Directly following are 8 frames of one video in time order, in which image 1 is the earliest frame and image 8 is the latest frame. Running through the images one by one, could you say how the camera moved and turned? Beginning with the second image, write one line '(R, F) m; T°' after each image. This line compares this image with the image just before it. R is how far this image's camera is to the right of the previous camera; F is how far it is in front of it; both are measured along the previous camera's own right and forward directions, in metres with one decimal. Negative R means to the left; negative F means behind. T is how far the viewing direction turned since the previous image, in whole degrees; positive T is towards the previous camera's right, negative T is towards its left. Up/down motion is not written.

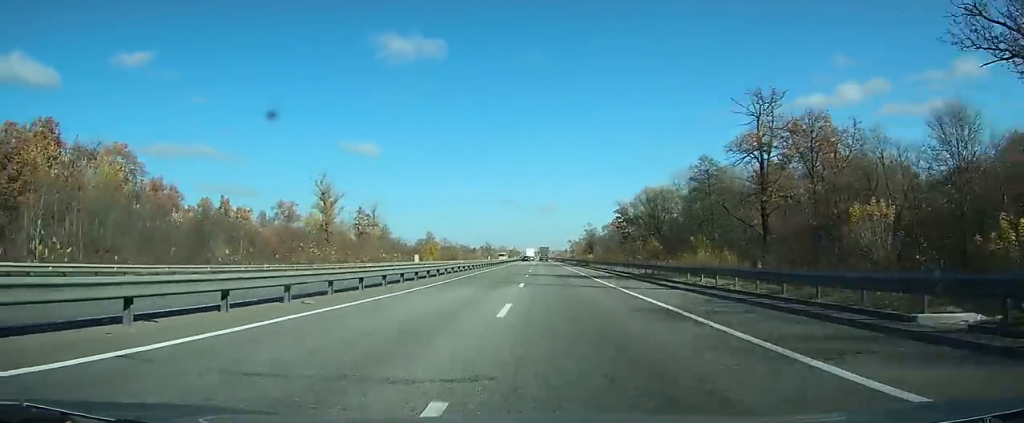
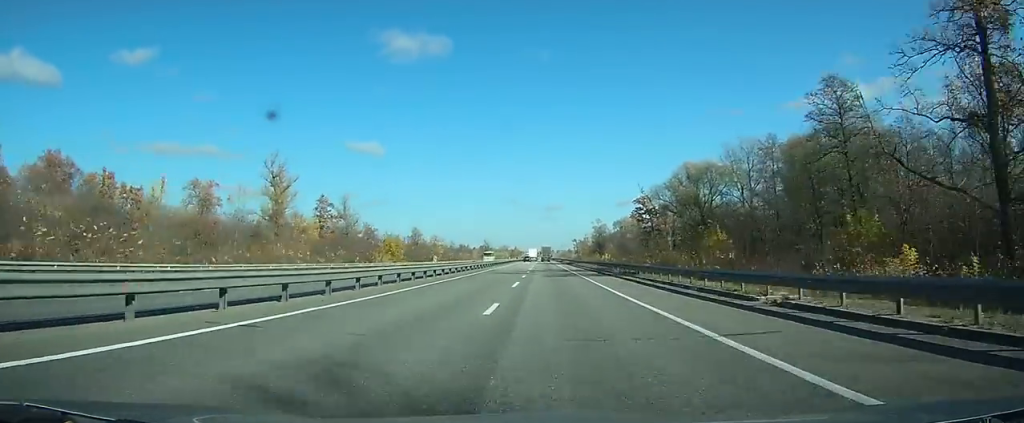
(-0.1, +36.1) m; 0°
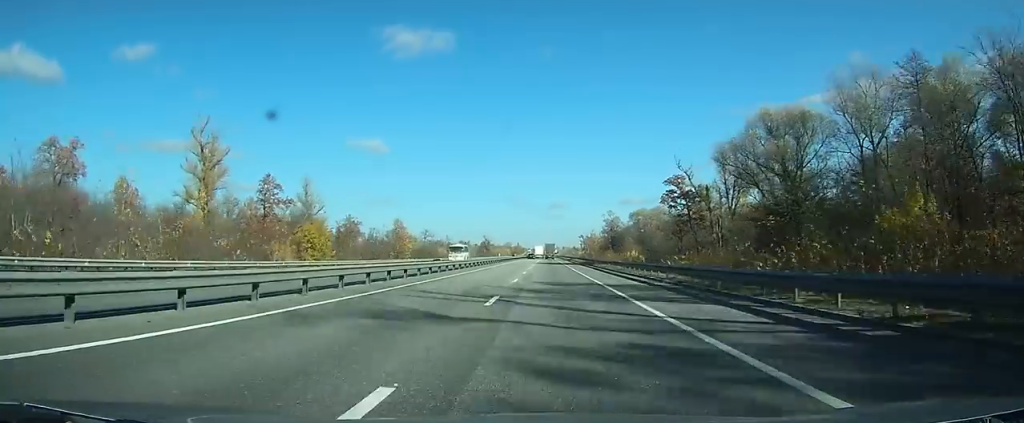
(-0.1, +35.7) m; 0°
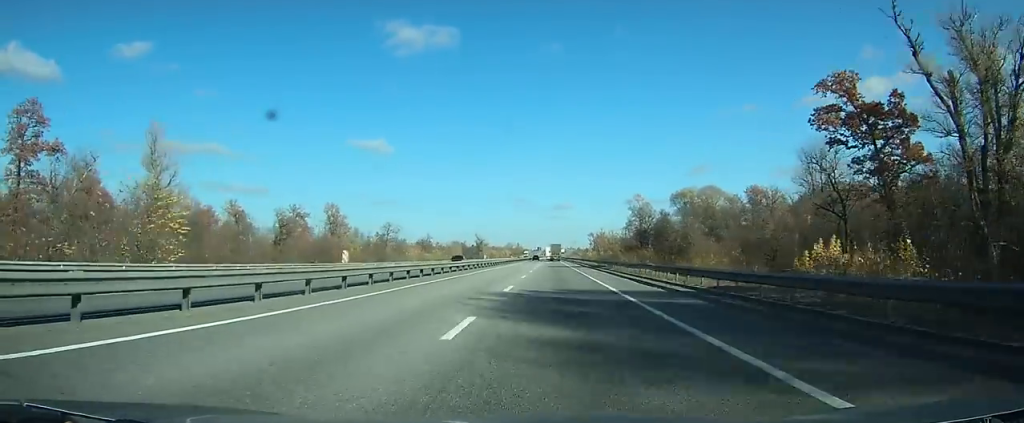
(-0.3, +67.8) m; 0°
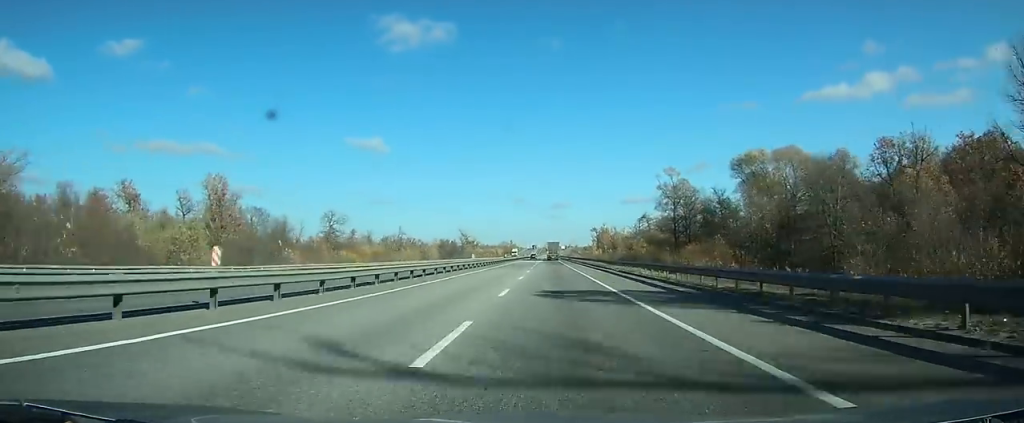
(0.0, +49.5) m; 0°
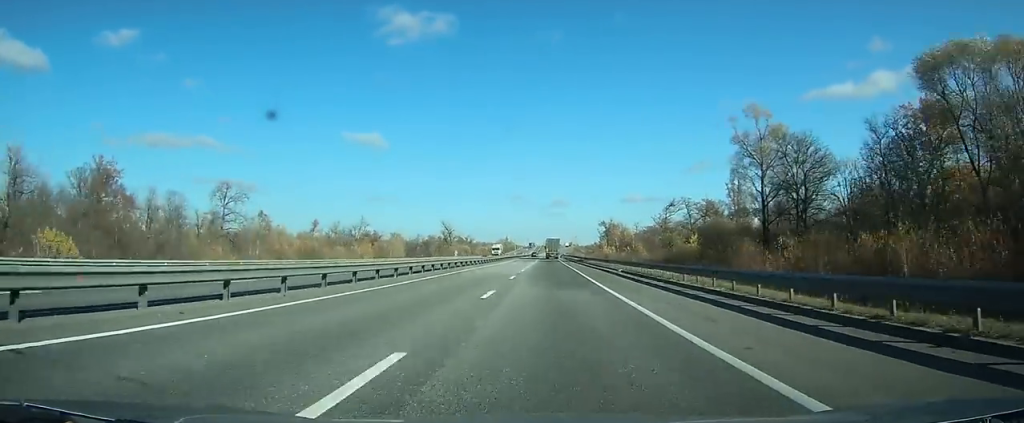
(+0.3, +48.2) m; 0°
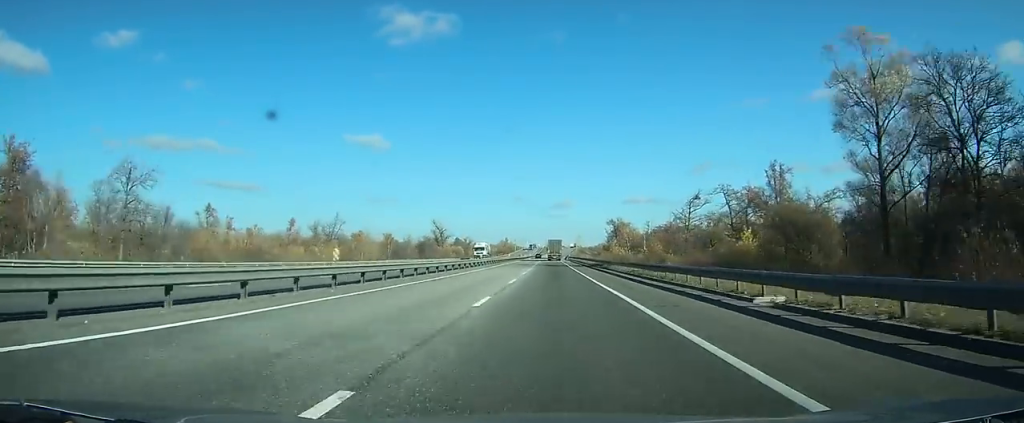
(0.0, +24.9) m; 0°
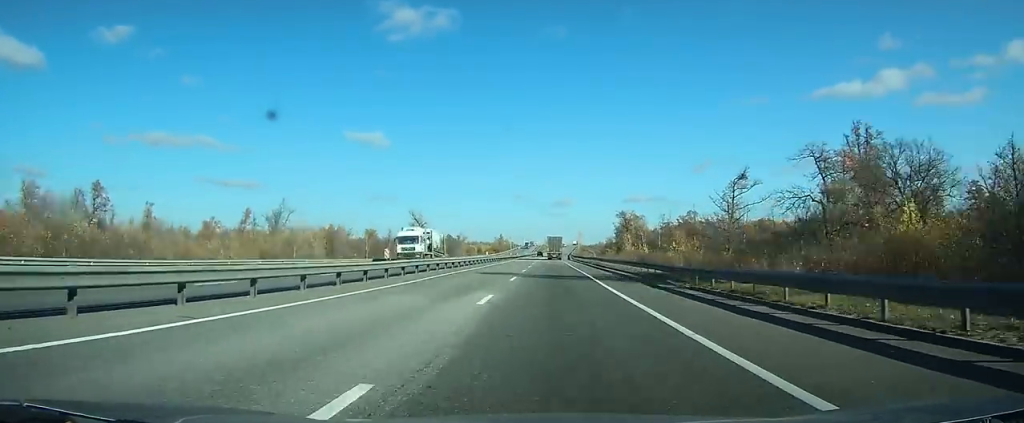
(0.0, +34.3) m; 0°
